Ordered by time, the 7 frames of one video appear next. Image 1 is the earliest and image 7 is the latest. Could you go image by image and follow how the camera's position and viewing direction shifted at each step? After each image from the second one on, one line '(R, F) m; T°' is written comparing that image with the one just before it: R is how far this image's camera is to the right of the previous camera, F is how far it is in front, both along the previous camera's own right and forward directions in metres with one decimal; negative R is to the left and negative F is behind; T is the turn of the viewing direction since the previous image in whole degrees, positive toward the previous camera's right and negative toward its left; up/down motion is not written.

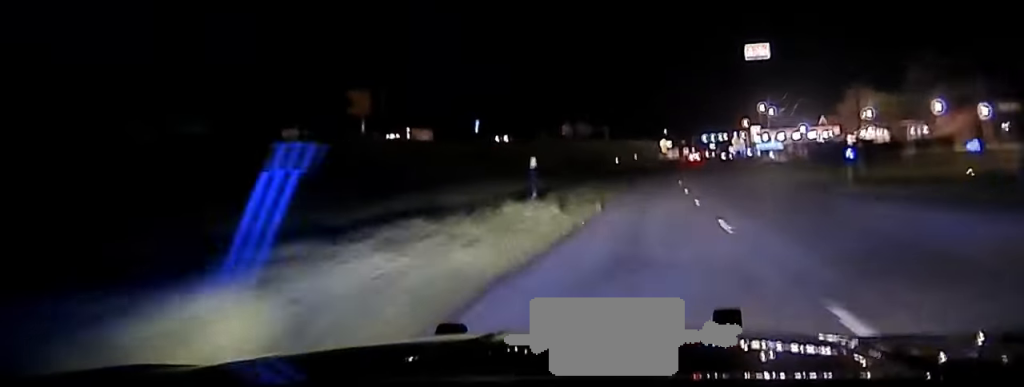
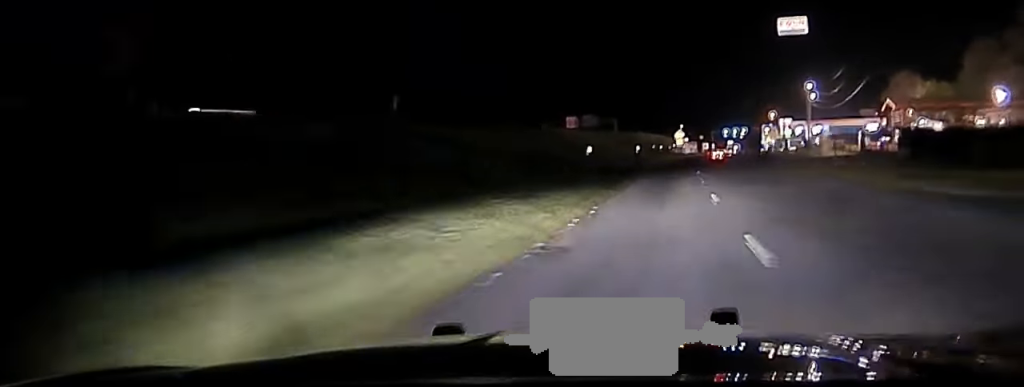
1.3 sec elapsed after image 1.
(-1.4, +29.4) m; -4°
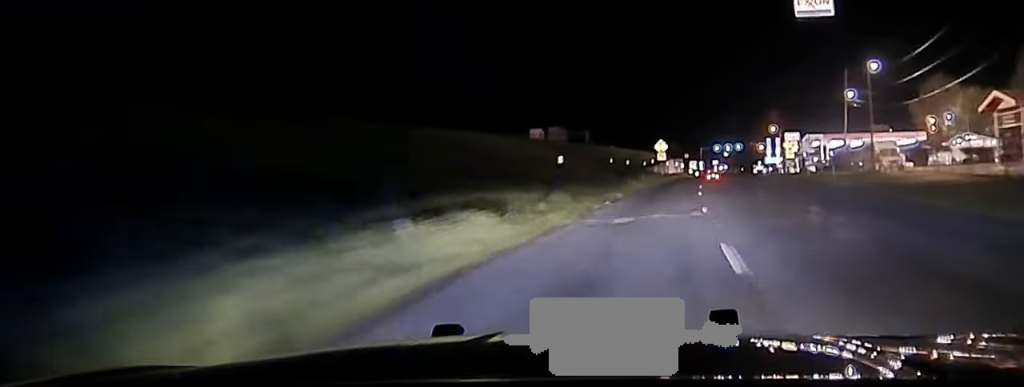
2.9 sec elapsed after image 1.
(-0.8, +37.5) m; -1°
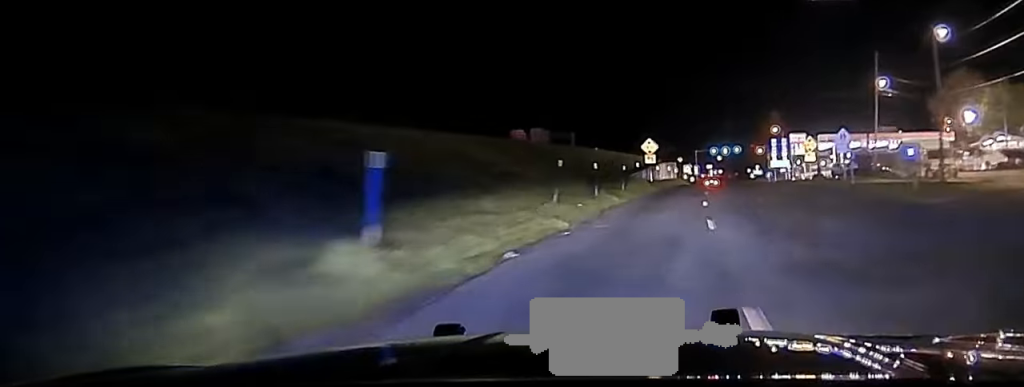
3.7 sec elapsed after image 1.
(+0.3, +17.0) m; +1°
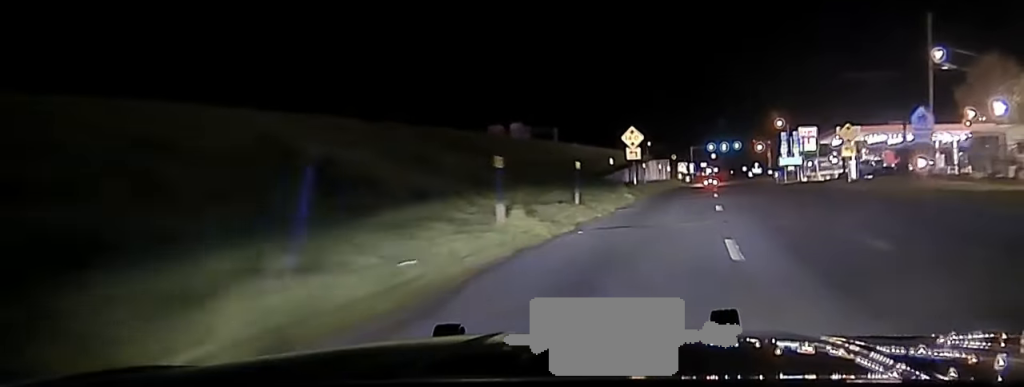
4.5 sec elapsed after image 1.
(+0.2, +17.3) m; +1°
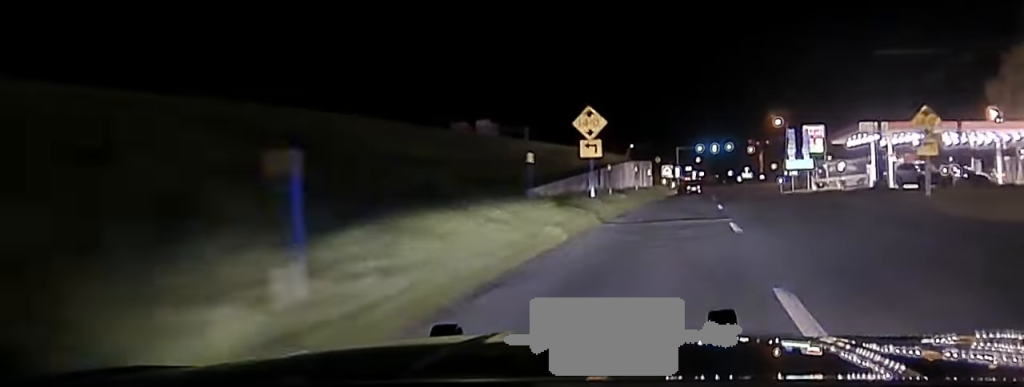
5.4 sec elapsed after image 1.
(+0.2, +17.7) m; +1°
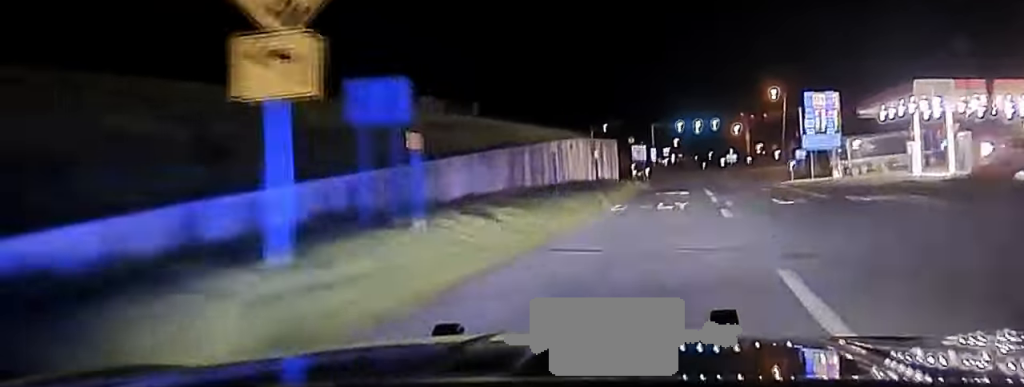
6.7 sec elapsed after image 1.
(+0.2, +23.5) m; +1°
